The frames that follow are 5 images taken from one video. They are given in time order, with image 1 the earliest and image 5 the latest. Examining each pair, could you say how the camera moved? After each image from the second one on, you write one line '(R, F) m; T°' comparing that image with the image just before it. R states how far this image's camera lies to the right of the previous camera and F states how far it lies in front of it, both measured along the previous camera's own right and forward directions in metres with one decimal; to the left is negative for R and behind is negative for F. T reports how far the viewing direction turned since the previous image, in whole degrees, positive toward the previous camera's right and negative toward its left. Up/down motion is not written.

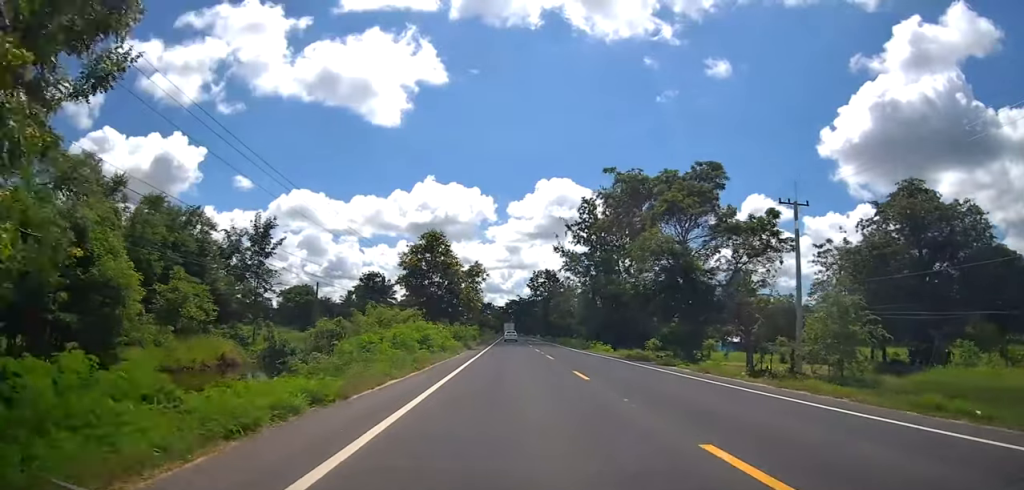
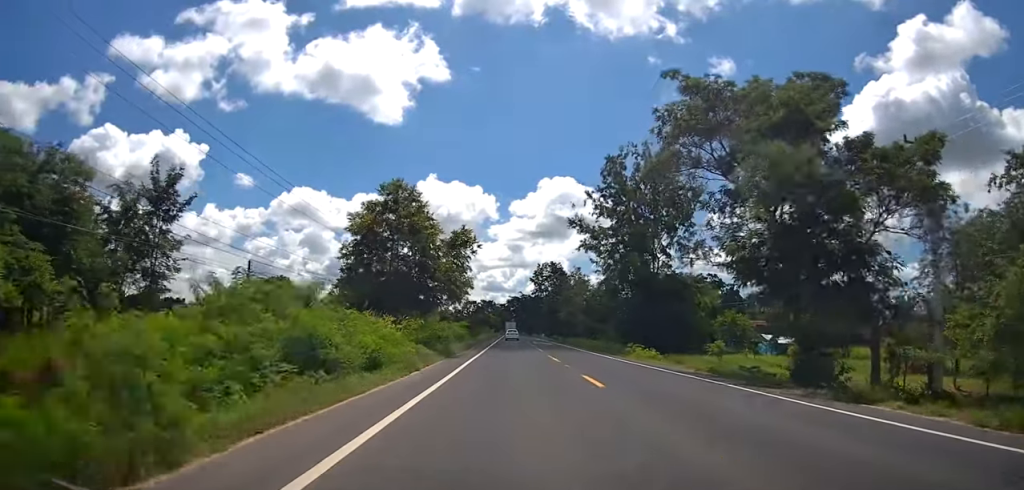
(-0.5, +14.3) m; 0°
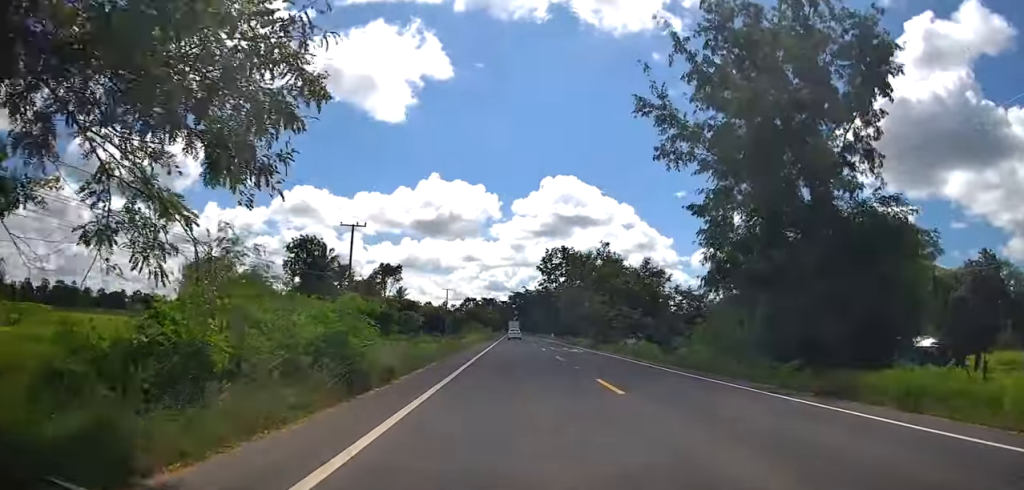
(+0.4, +26.0) m; 0°
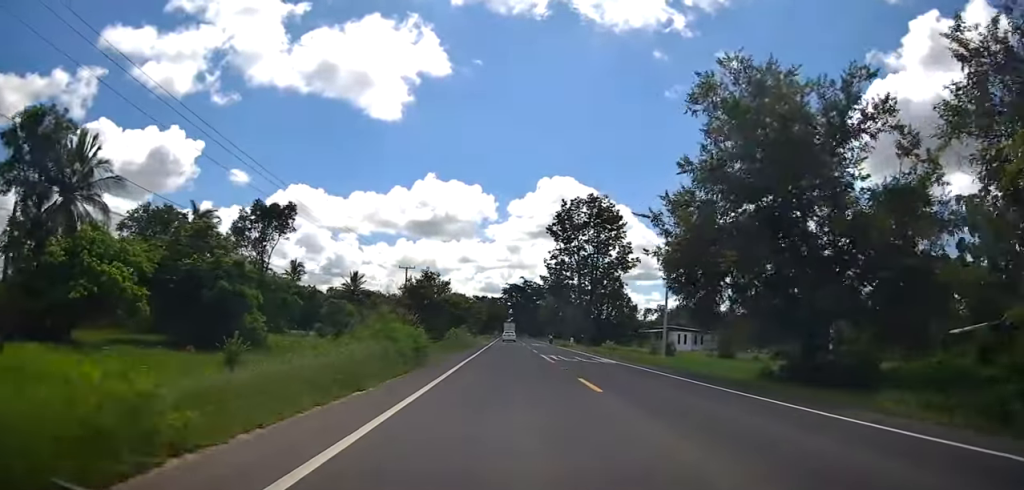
(+0.2, +47.3) m; +2°
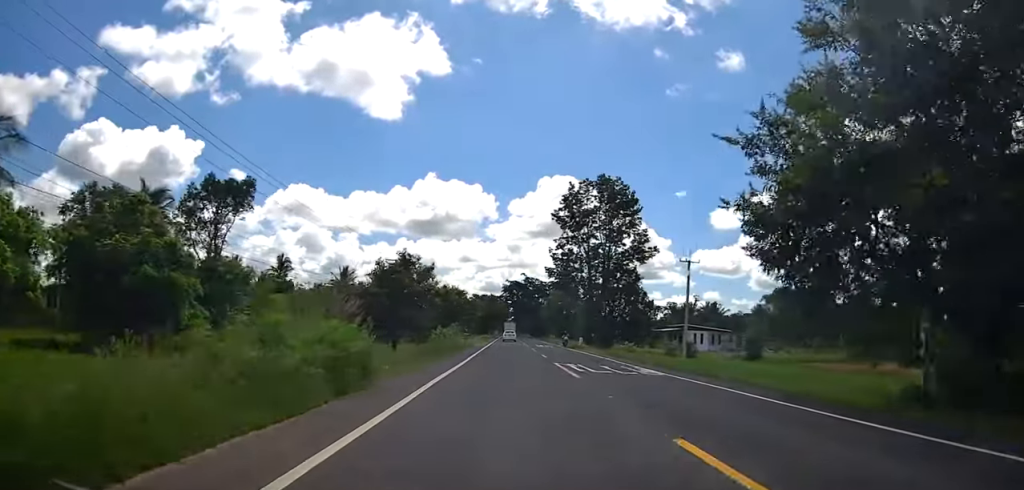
(+0.1, +8.7) m; -1°
